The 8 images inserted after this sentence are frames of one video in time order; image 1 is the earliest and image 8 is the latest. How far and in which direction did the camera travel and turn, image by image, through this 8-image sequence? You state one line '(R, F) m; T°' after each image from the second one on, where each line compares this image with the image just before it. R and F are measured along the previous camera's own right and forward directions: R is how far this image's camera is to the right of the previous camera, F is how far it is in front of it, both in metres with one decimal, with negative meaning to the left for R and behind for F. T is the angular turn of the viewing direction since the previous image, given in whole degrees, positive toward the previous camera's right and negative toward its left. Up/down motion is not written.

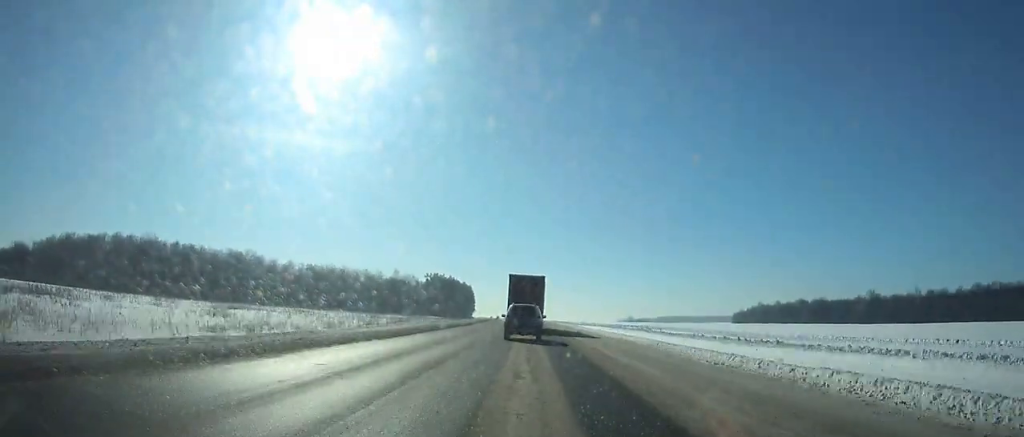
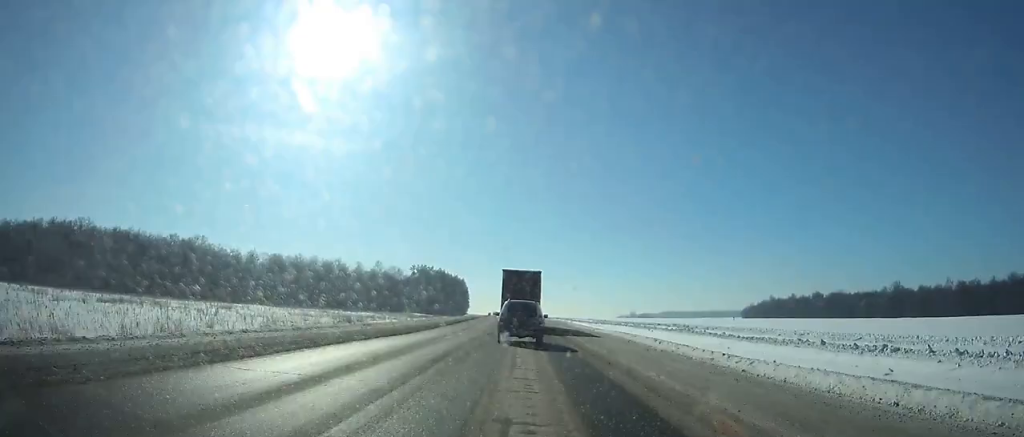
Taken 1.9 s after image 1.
(-0.1, +33.0) m; 0°
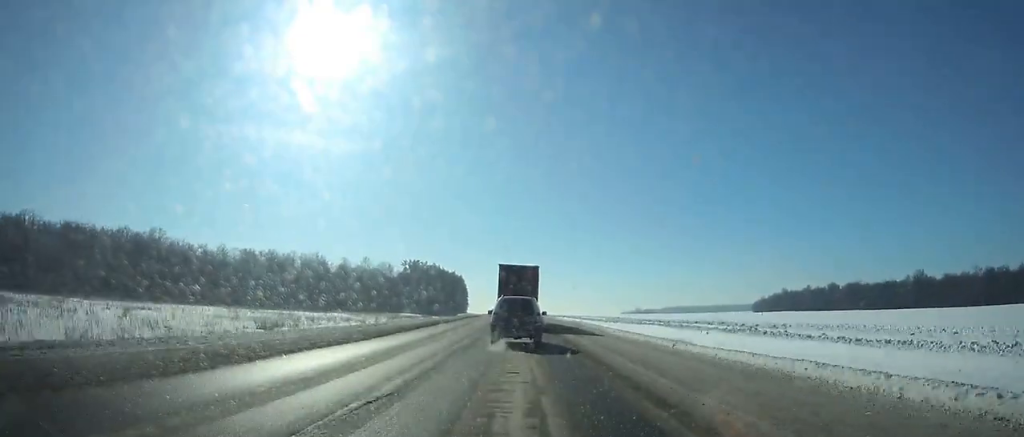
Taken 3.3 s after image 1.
(-0.1, +23.8) m; 0°
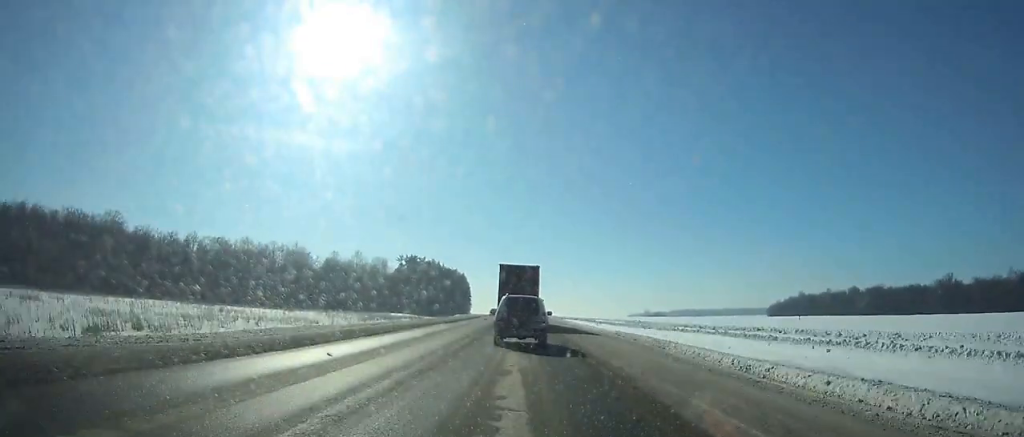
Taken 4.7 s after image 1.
(-0.1, +22.9) m; 0°
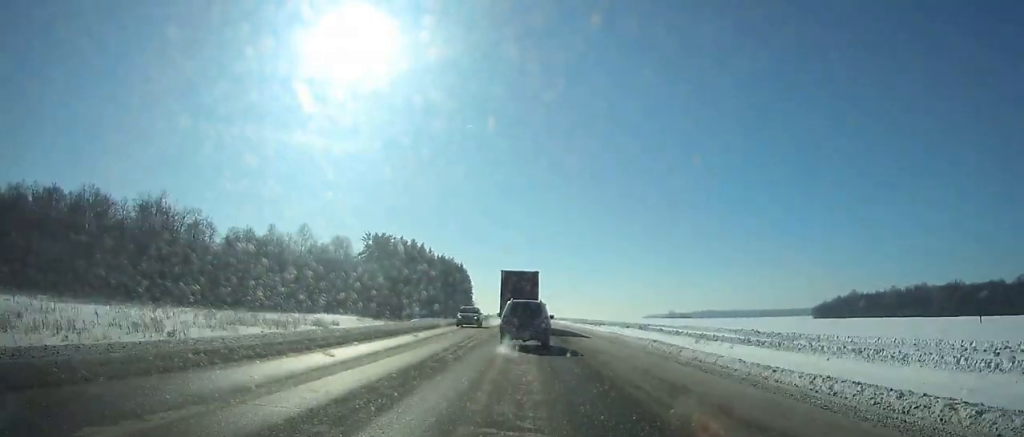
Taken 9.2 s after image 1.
(-0.8, +71.7) m; -1°
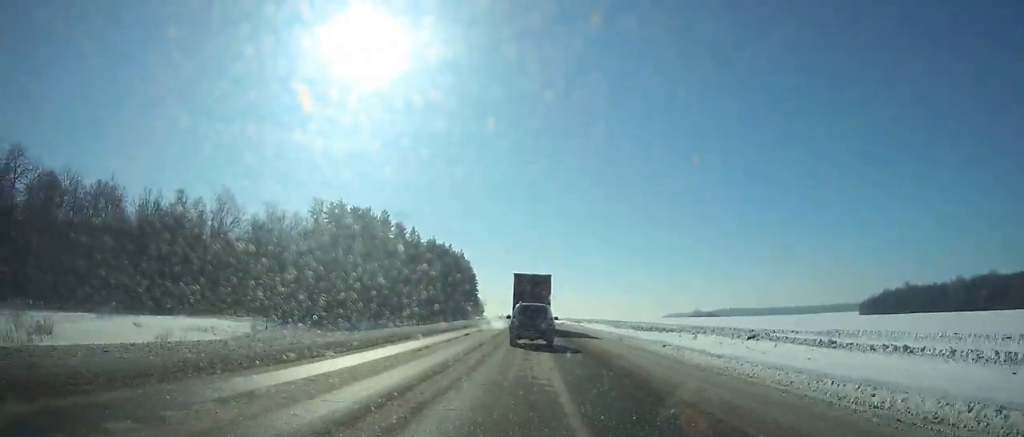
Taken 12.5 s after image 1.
(-0.5, +52.3) m; -1°
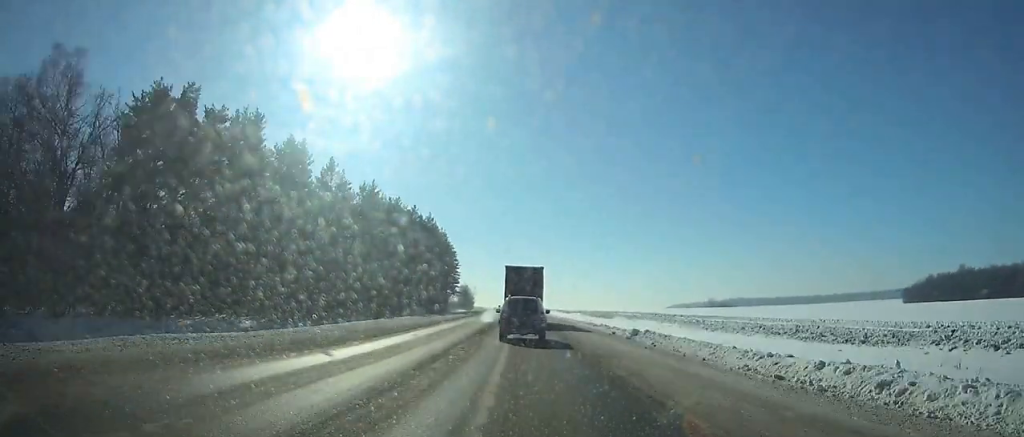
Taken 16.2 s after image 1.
(-0.1, +59.9) m; -1°
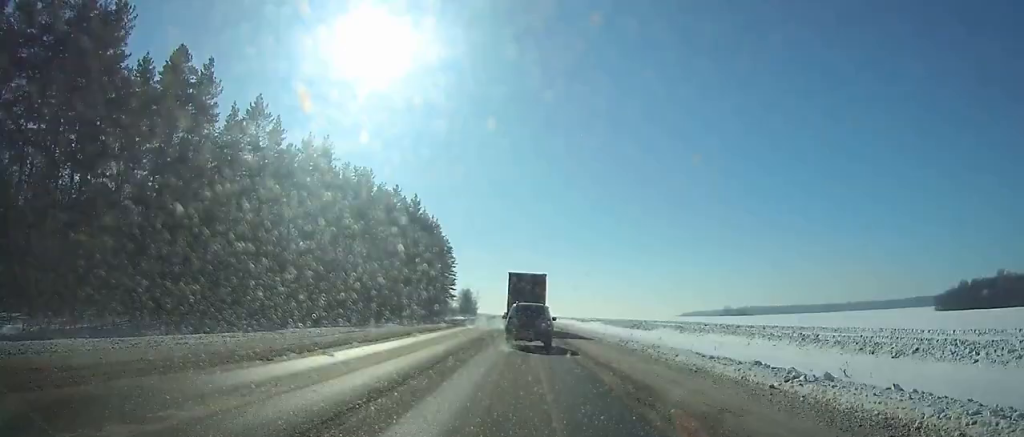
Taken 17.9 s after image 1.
(-0.1, +28.0) m; -1°
